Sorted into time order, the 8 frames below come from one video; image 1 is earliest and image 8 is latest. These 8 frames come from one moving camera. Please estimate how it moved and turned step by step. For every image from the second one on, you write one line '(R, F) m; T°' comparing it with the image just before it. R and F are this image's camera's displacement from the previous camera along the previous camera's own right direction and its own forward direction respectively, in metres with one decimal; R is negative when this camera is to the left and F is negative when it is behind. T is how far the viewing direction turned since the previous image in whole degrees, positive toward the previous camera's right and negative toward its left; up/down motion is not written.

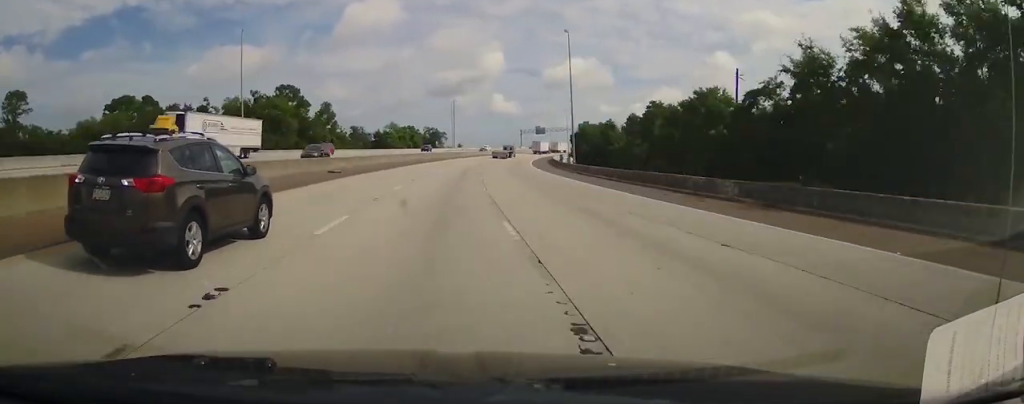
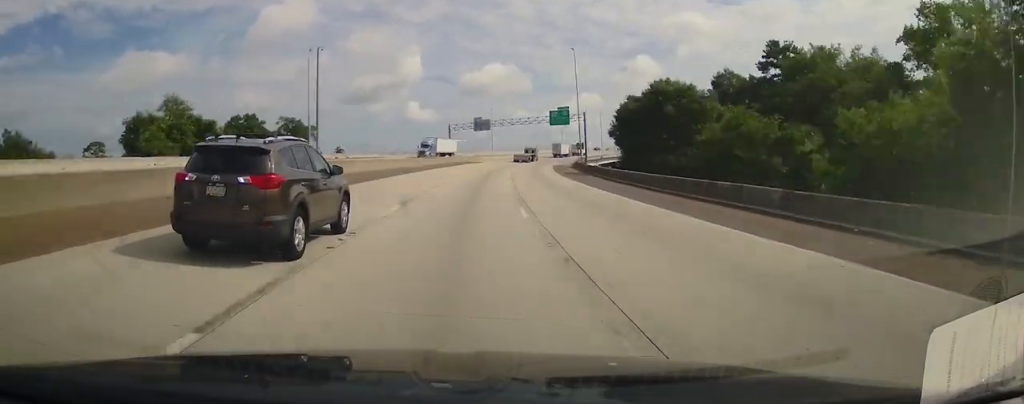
(+7.6, +106.8) m; +10°
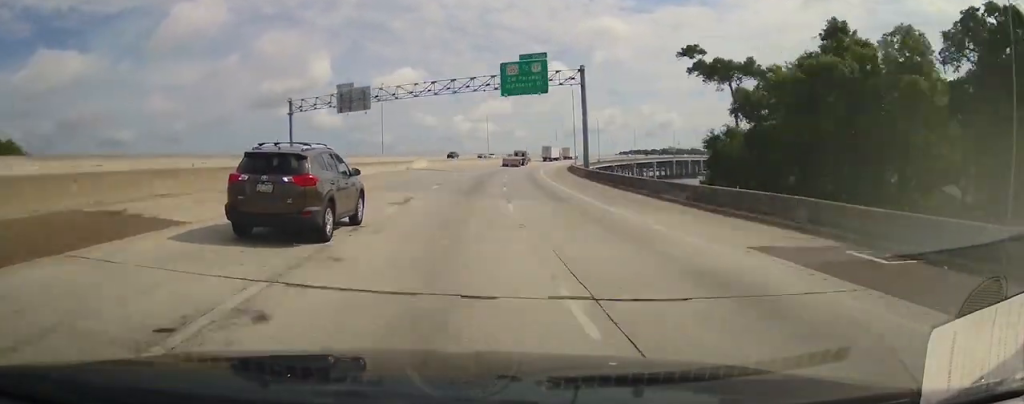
(+5.9, +85.7) m; +10°
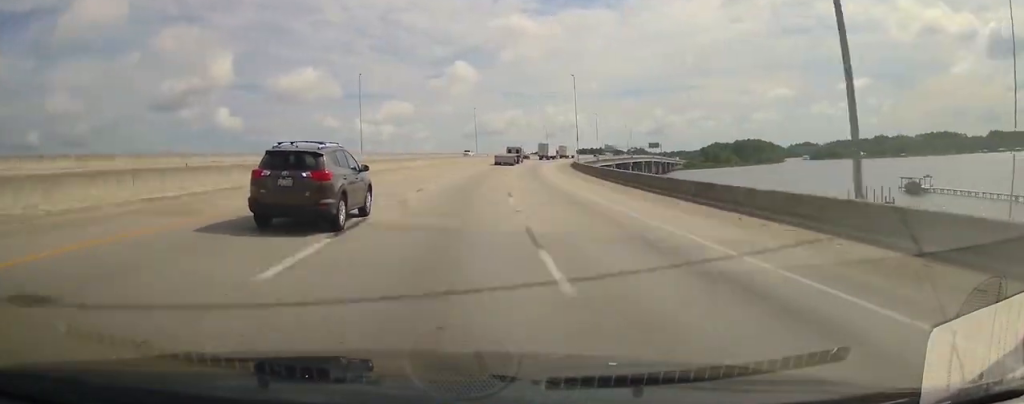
(+7.2, +98.5) m; +11°
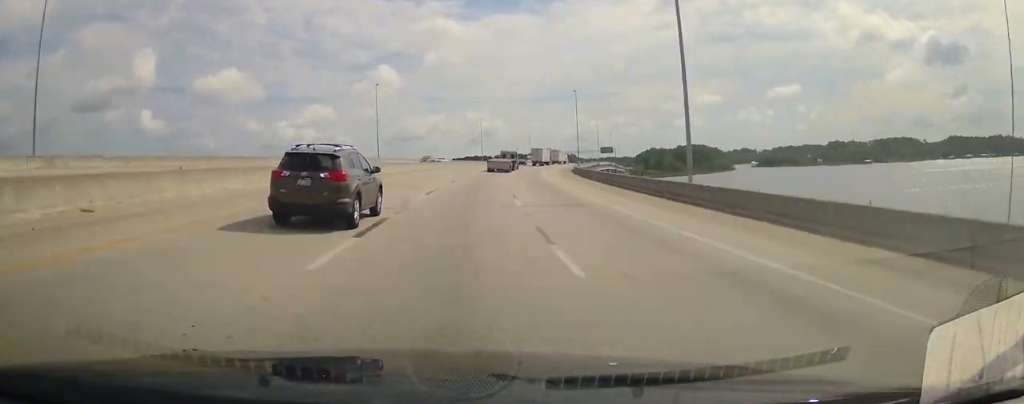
(+9.2, +73.7) m; +8°
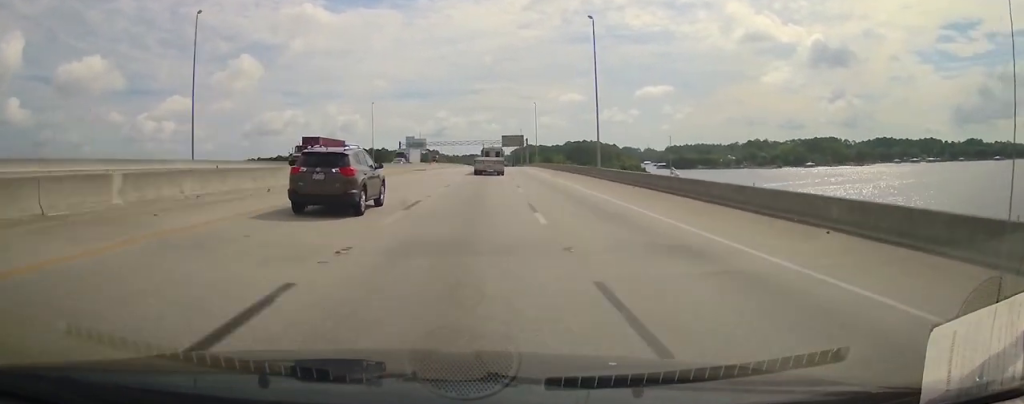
(+17.0, +143.1) m; +9°
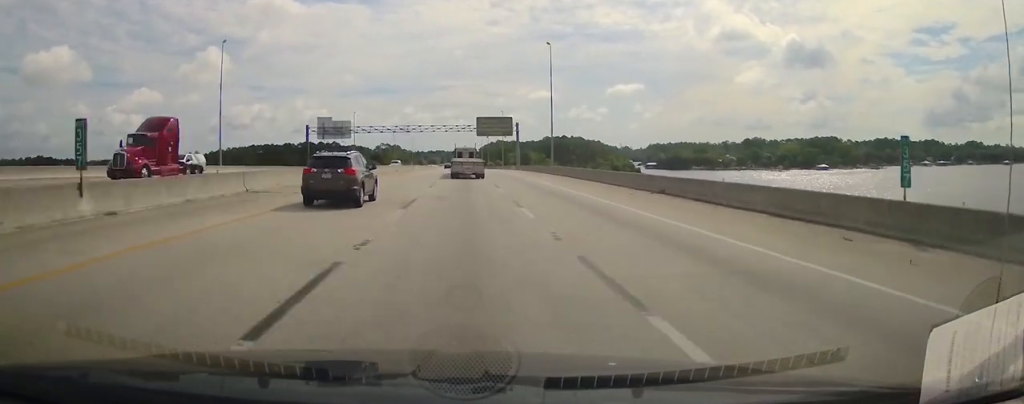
(+1.5, +74.7) m; +1°
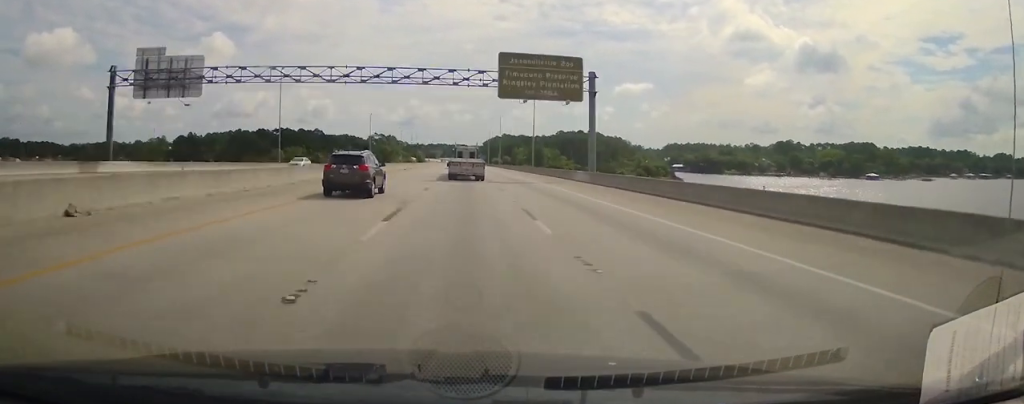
(-0.3, +66.7) m; 0°
